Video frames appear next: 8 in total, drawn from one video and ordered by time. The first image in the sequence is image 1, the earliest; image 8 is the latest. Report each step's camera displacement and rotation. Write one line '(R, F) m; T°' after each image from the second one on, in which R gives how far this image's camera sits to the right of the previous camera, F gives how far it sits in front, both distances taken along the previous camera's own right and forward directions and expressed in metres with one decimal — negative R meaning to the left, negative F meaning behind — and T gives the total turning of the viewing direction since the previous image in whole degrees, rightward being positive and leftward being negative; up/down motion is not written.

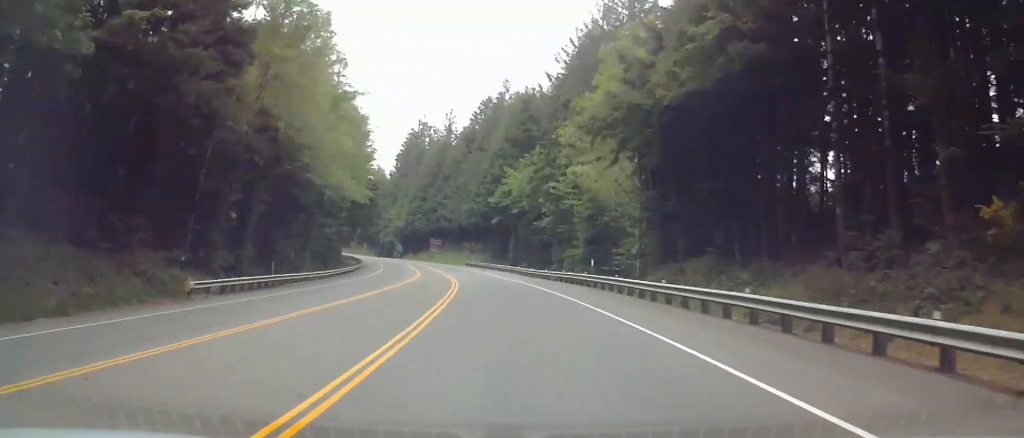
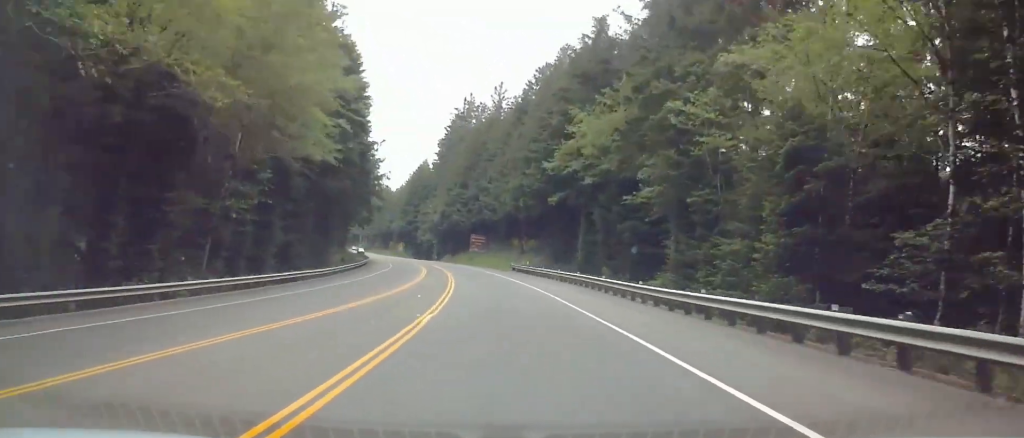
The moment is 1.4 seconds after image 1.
(-1.8, +34.3) m; -6°
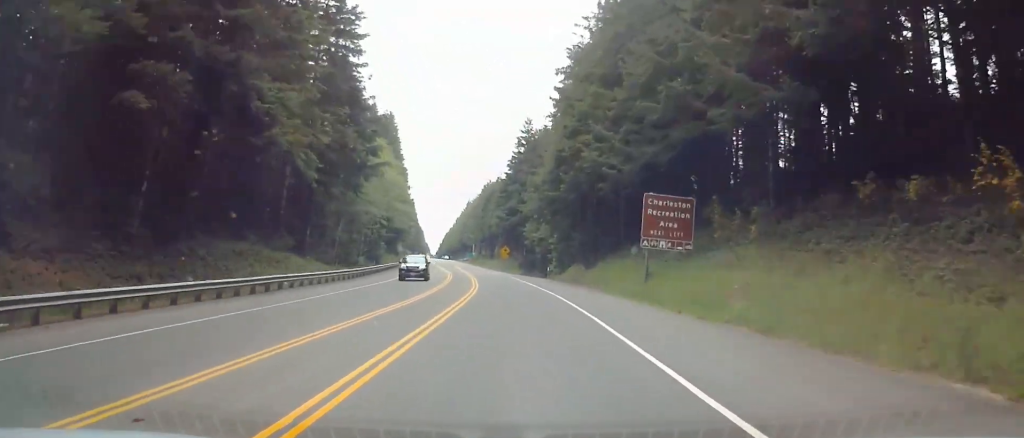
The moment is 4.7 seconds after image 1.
(-9.3, +82.3) m; -13°
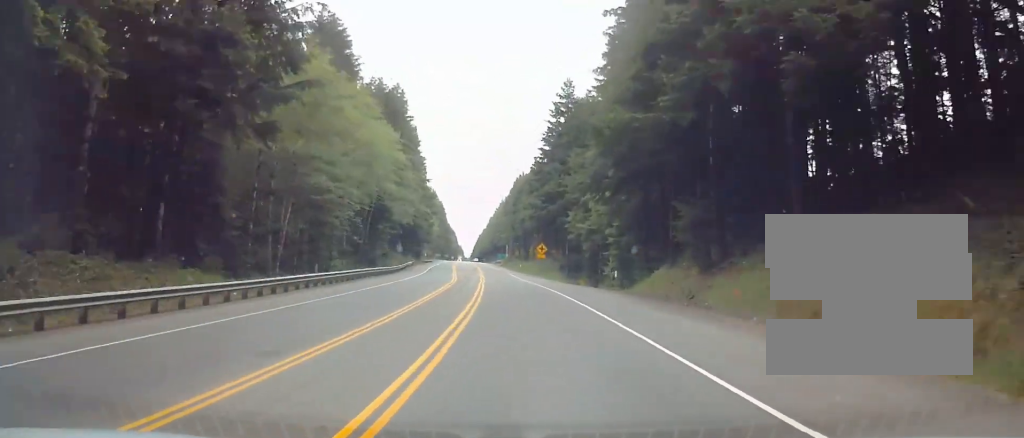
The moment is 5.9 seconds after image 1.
(-1.0, +28.6) m; -3°
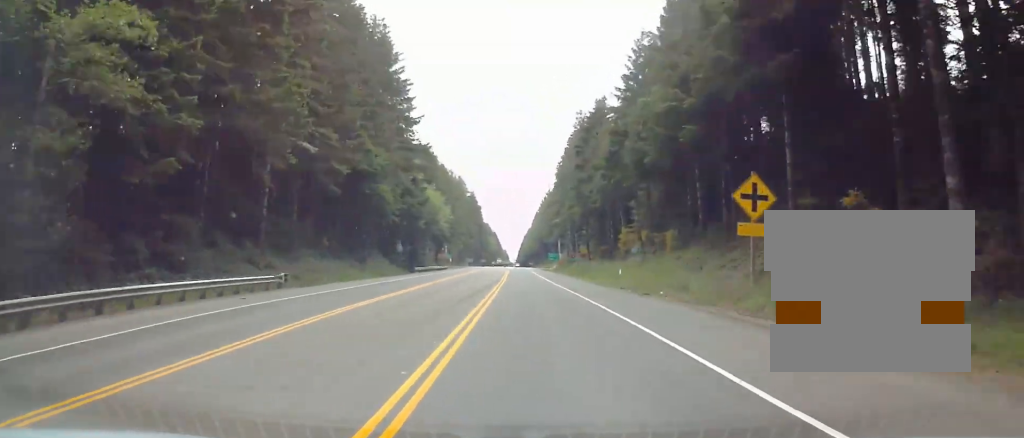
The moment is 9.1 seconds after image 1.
(-3.6, +83.5) m; -2°
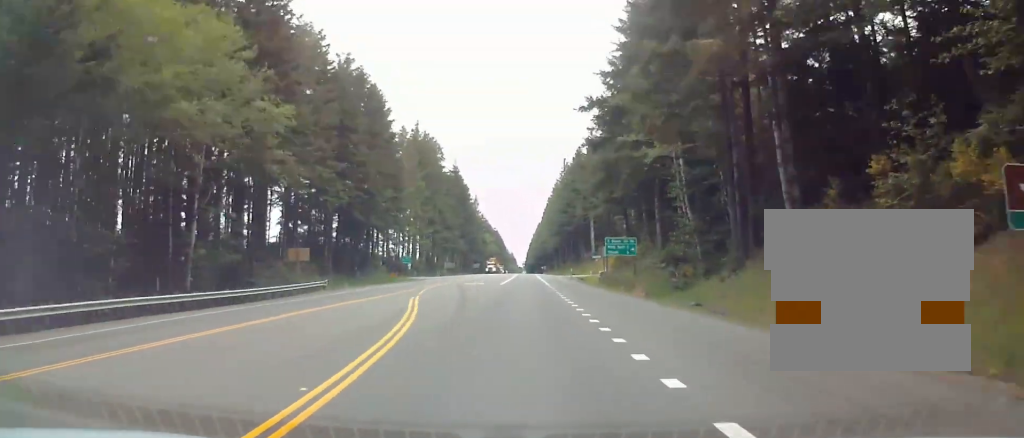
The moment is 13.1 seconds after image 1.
(-1.2, +101.3) m; -3°
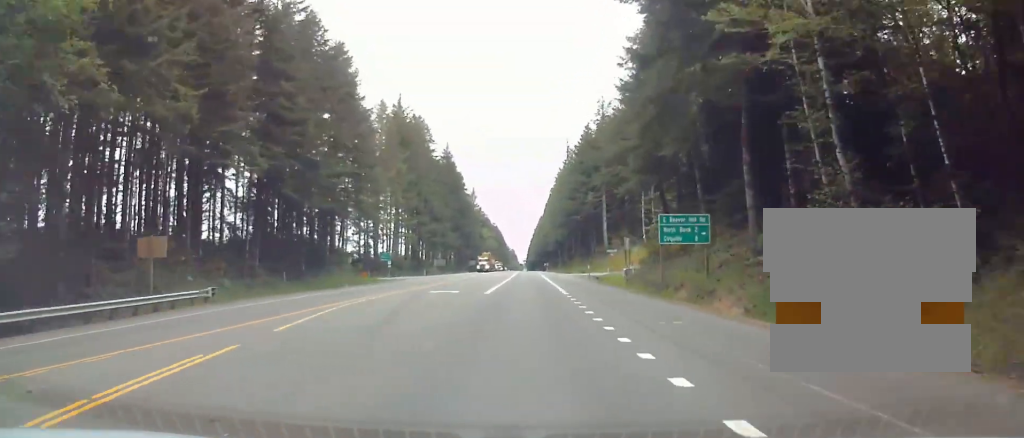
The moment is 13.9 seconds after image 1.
(-0.2, +22.2) m; -1°
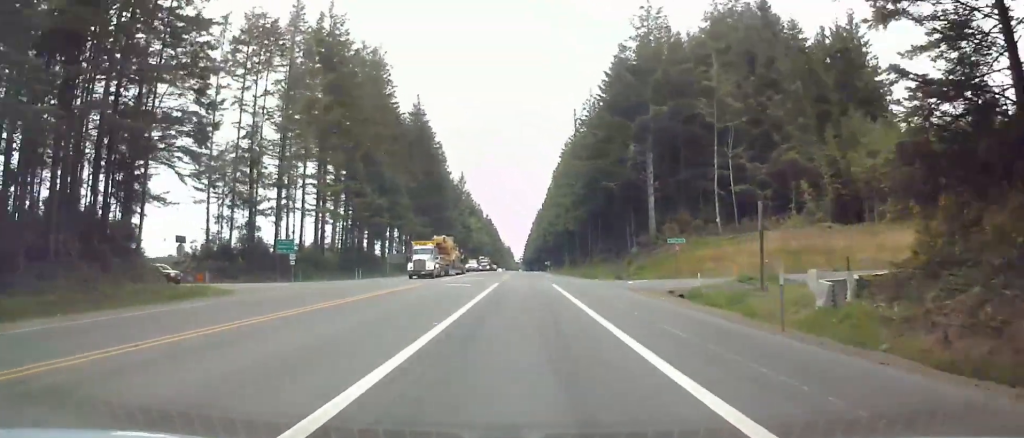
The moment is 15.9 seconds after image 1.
(-0.5, +49.4) m; 0°
